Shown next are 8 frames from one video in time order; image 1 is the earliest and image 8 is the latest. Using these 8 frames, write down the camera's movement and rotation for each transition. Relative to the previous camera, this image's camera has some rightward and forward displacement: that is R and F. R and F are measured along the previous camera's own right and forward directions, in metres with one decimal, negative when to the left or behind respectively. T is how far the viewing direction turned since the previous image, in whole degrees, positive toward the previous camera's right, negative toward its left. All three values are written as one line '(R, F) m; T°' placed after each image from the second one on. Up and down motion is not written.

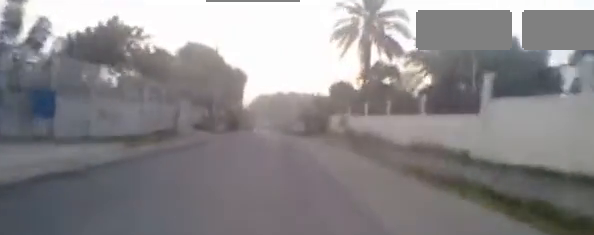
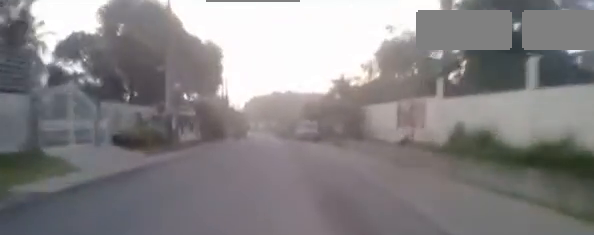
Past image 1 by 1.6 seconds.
(-0.6, +18.2) m; -2°
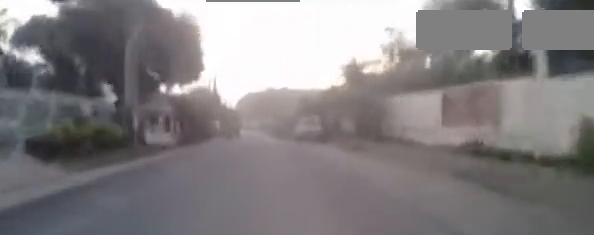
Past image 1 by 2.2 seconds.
(0.0, +6.5) m; +1°
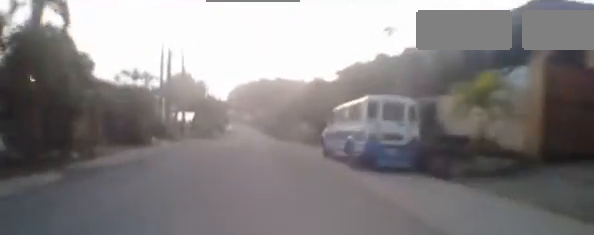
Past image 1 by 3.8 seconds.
(+0.7, +19.6) m; 0°
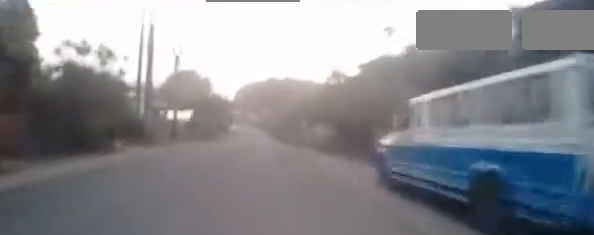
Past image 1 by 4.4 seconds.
(-0.2, +6.7) m; +1°
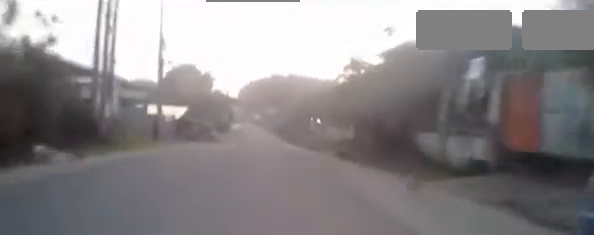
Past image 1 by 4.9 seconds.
(-0.4, +5.7) m; +2°
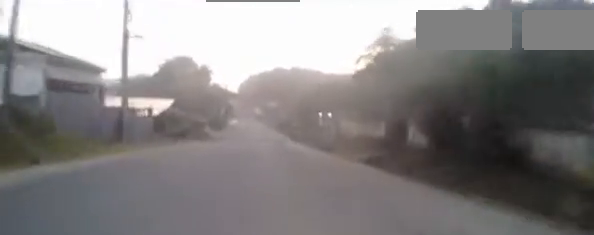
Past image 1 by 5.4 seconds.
(+0.6, +6.9) m; 0°
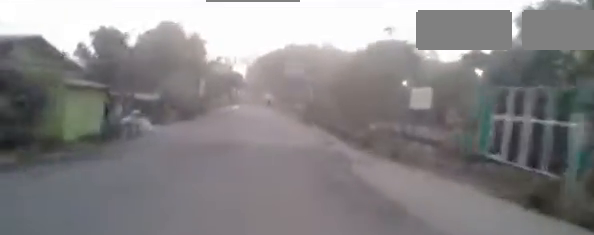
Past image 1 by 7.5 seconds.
(-1.2, +24.8) m; -6°
